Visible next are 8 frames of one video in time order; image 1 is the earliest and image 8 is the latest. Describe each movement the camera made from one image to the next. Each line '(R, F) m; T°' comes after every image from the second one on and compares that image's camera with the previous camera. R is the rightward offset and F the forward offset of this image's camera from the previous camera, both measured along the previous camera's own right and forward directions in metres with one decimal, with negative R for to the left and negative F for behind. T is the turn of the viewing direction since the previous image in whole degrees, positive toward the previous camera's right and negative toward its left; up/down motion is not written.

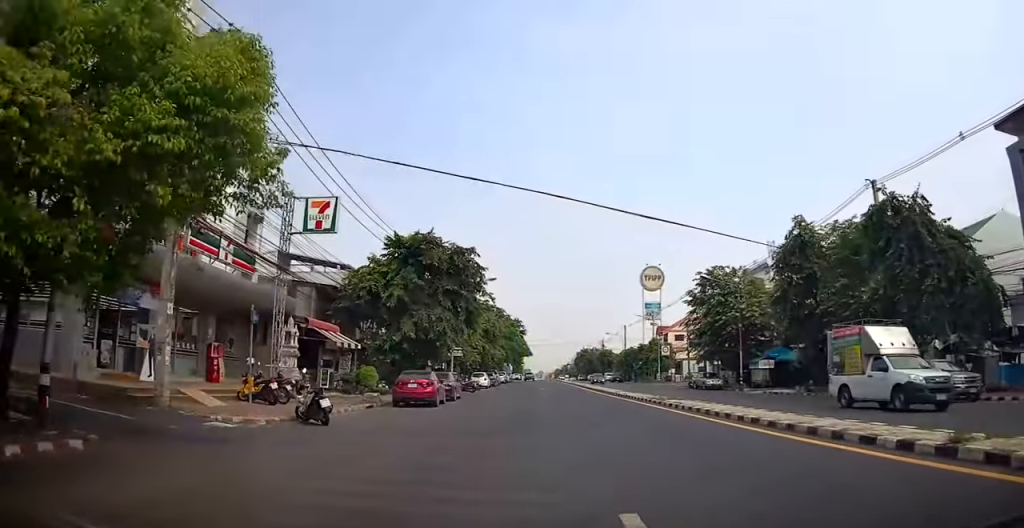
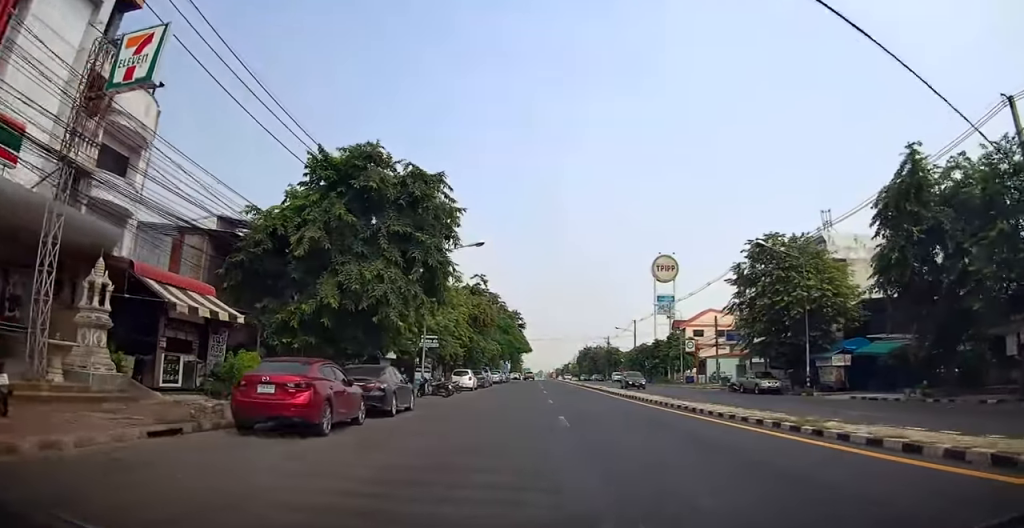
(+0.4, +12.2) m; +3°
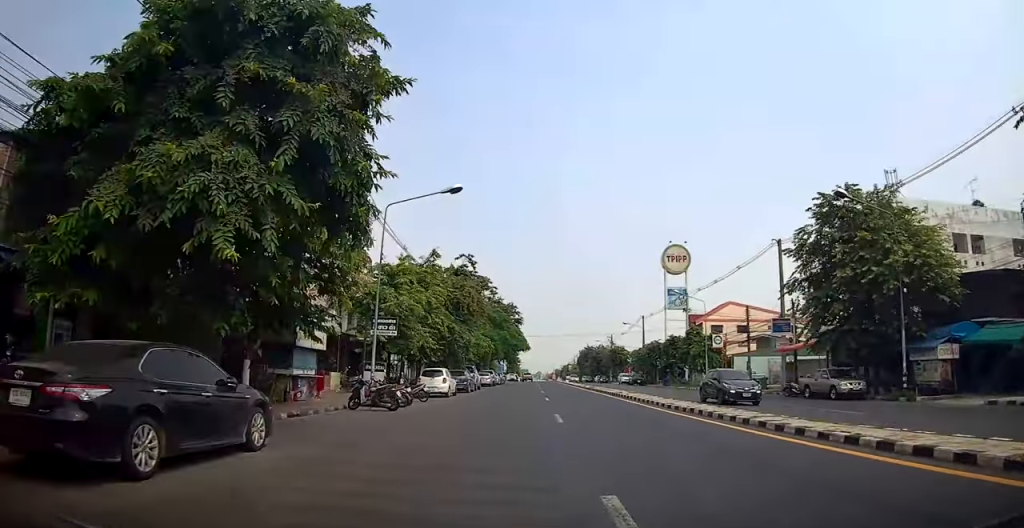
(+0.4, +10.4) m; -1°
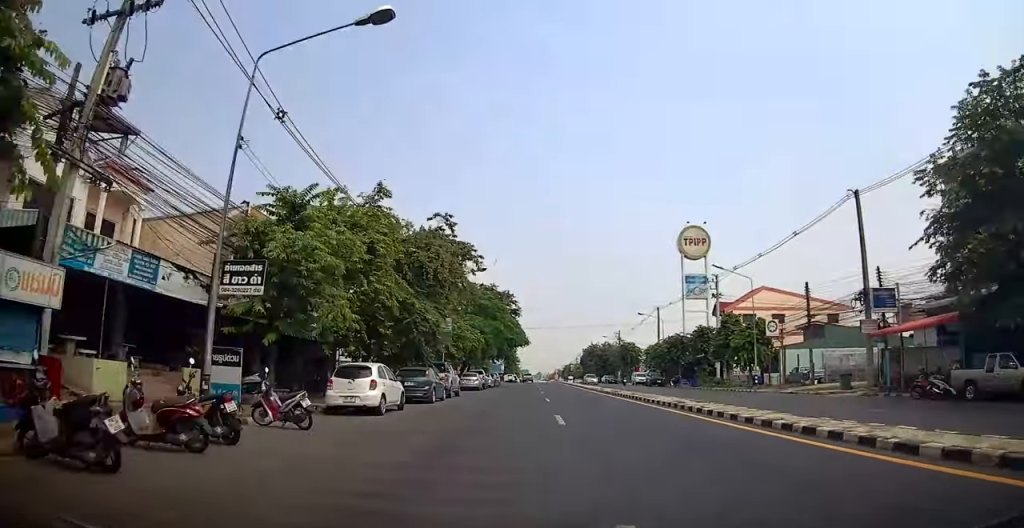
(-0.6, +12.8) m; -2°
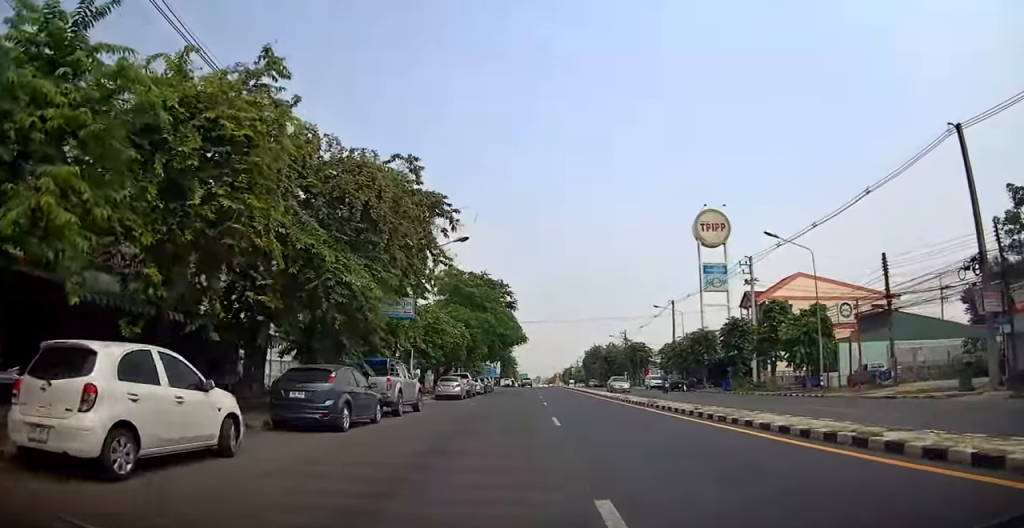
(+0.2, +10.9) m; 0°
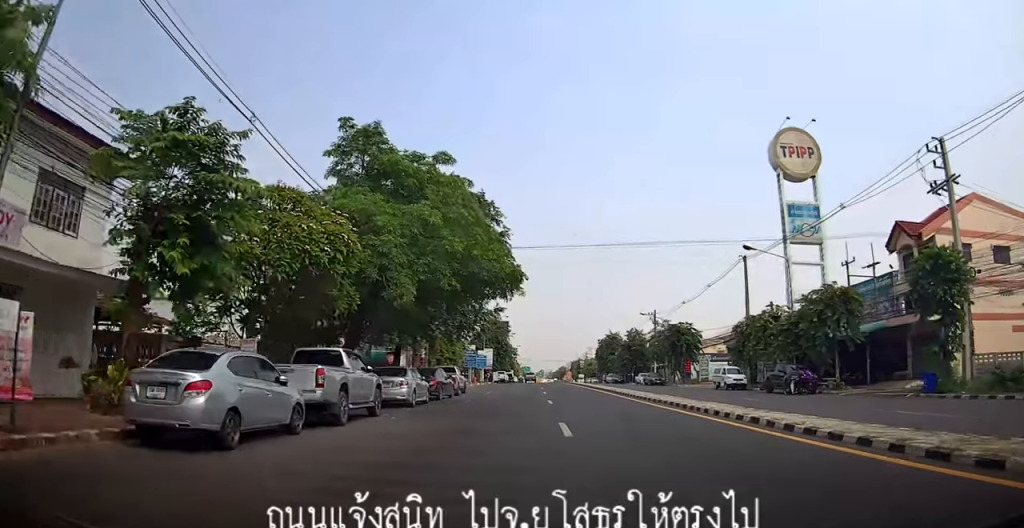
(-0.2, +28.2) m; 0°
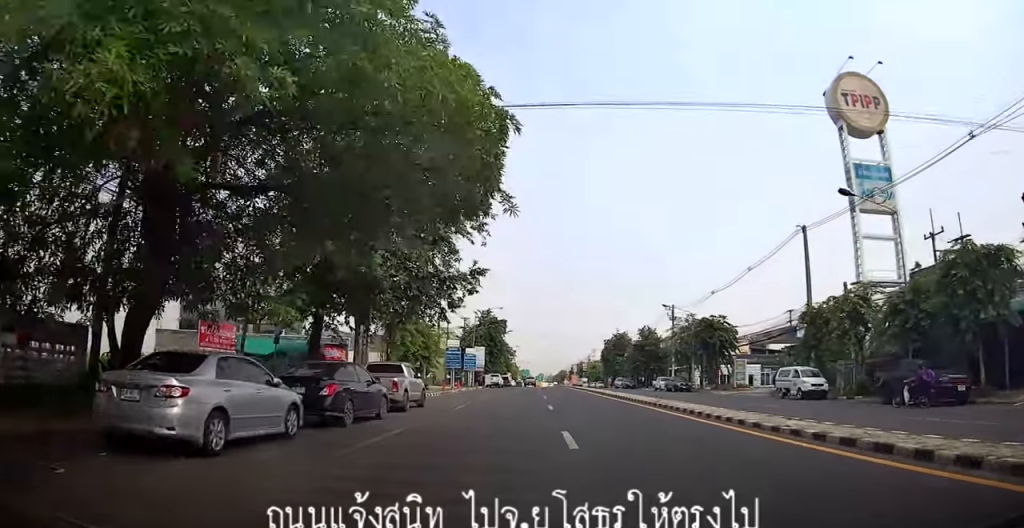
(0.0, +13.7) m; +1°
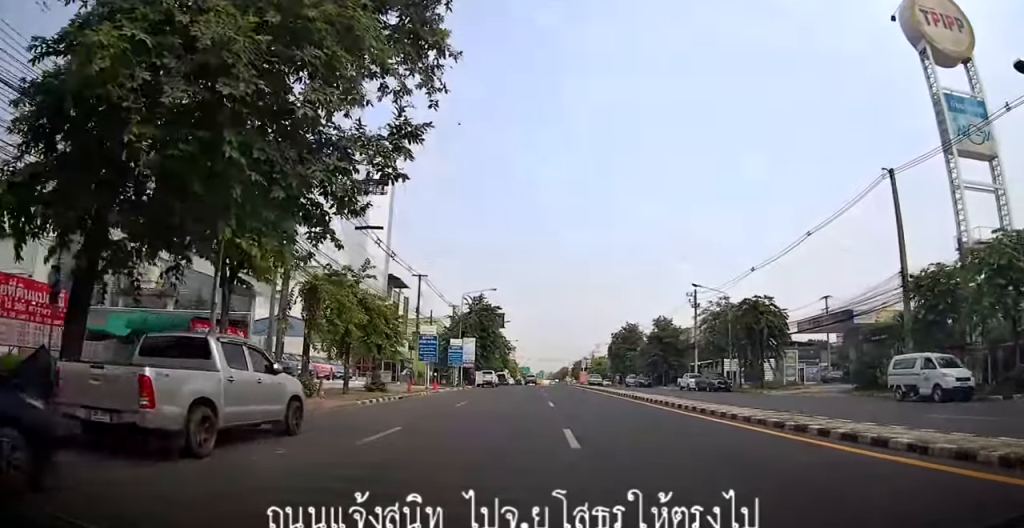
(+0.3, +12.8) m; 0°
